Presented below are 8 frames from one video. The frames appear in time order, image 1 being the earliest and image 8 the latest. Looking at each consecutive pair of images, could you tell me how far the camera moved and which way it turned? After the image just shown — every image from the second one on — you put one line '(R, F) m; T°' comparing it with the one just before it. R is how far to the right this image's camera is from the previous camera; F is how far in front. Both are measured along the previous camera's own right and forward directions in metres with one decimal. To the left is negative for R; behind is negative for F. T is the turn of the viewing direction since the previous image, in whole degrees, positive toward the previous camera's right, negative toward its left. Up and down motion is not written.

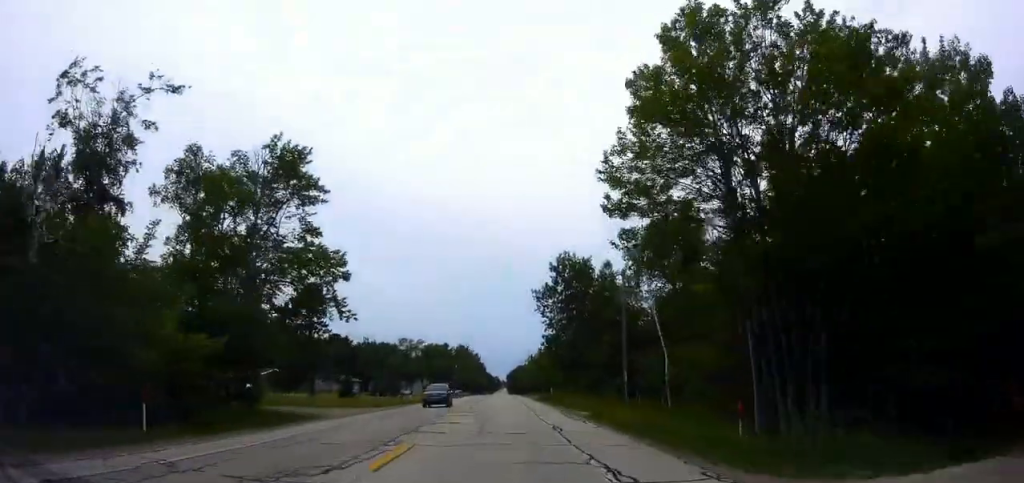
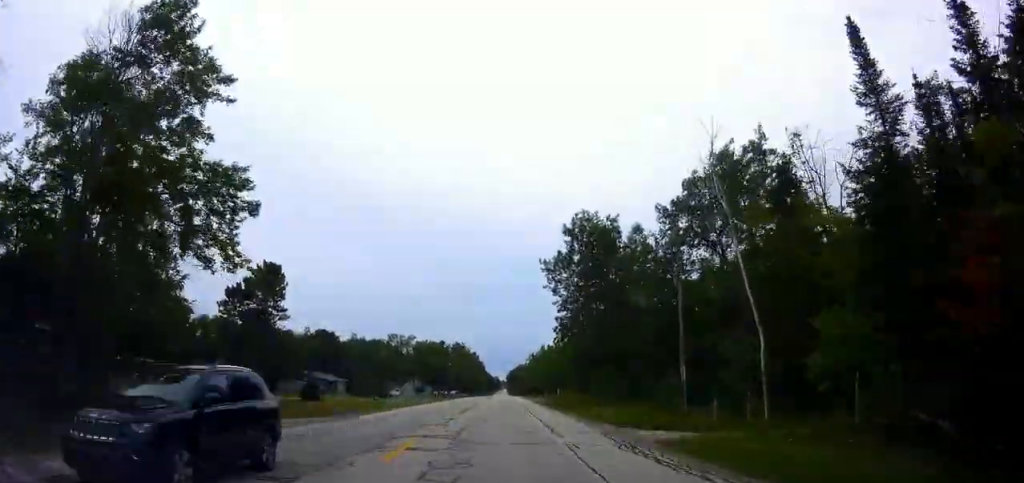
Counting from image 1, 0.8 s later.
(-0.5, +14.1) m; 0°
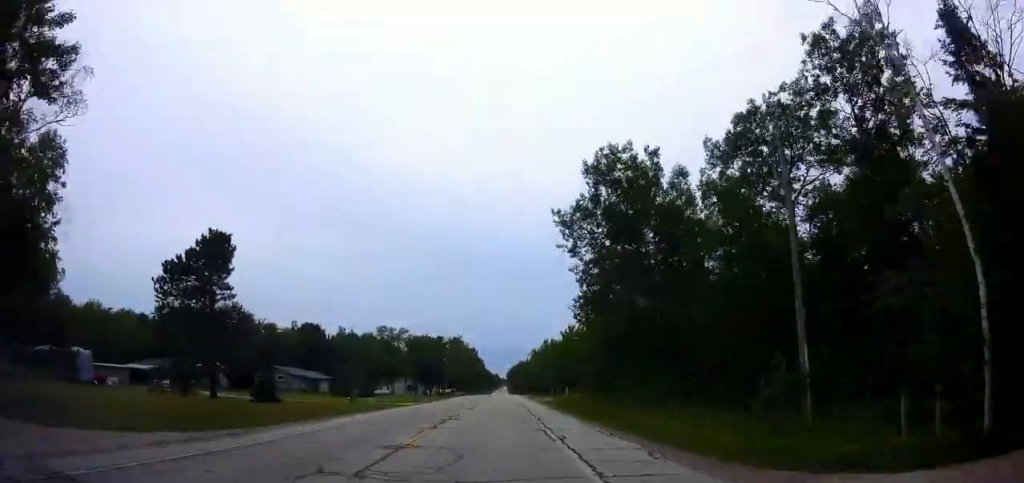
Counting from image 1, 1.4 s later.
(+0.3, +12.2) m; +1°
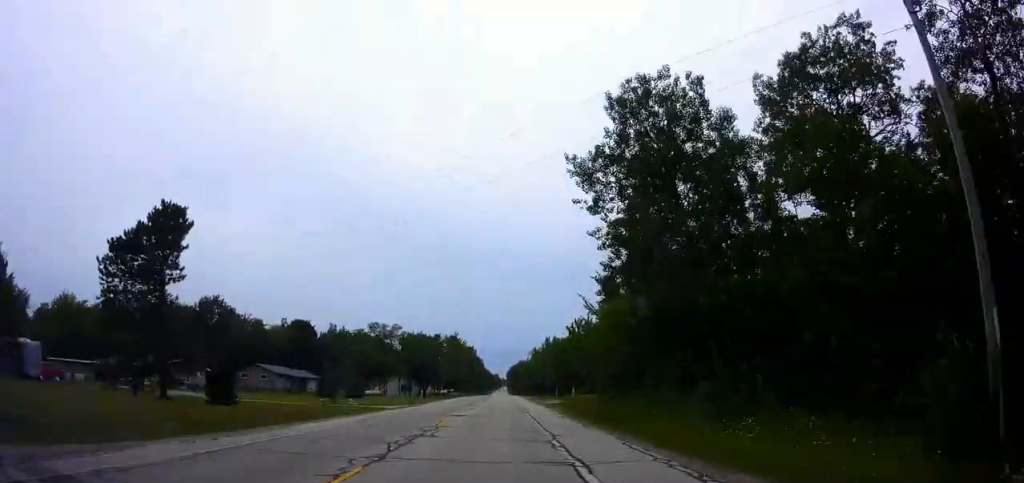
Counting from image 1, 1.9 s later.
(+0.1, +8.0) m; +1°
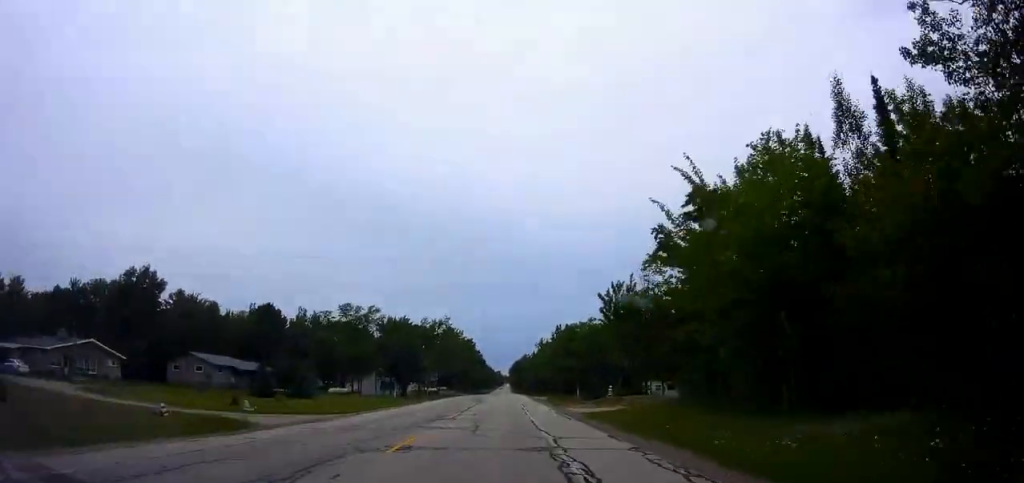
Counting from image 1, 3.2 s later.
(-0.3, +23.7) m; -2°
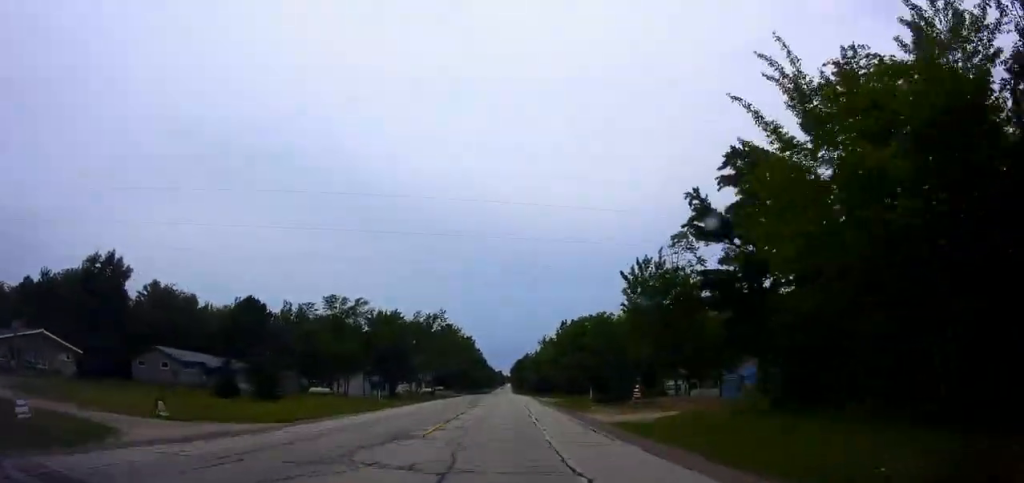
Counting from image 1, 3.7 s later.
(-0.3, +9.0) m; 0°
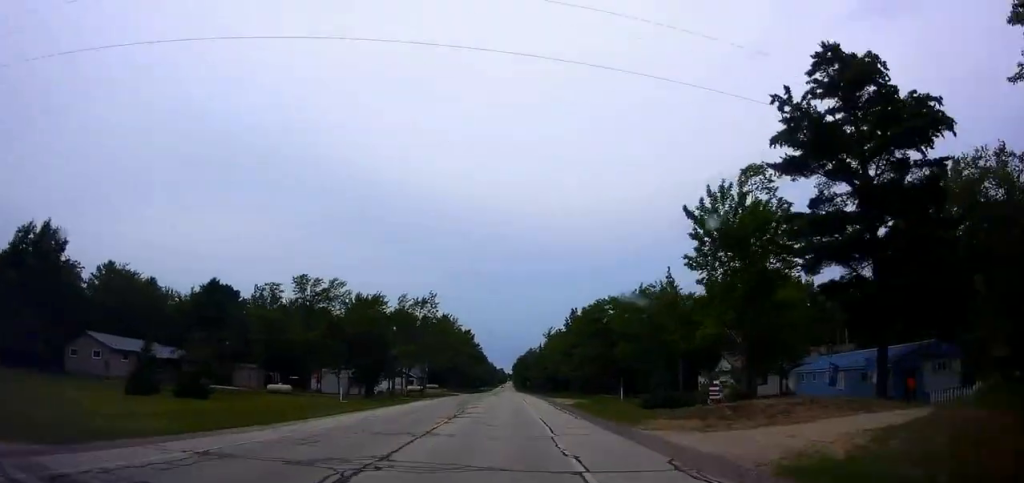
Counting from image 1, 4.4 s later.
(+0.2, +13.9) m; +1°
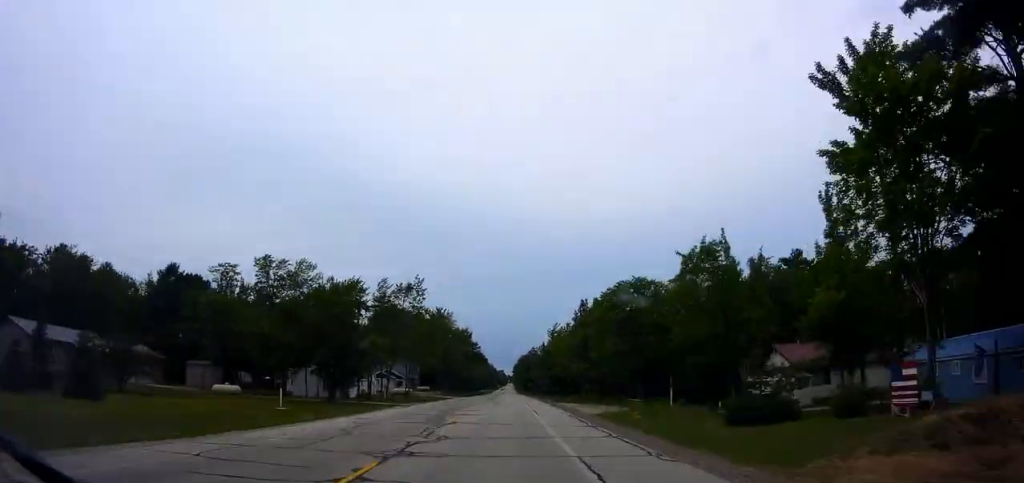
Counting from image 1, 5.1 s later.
(+0.2, +12.2) m; 0°
